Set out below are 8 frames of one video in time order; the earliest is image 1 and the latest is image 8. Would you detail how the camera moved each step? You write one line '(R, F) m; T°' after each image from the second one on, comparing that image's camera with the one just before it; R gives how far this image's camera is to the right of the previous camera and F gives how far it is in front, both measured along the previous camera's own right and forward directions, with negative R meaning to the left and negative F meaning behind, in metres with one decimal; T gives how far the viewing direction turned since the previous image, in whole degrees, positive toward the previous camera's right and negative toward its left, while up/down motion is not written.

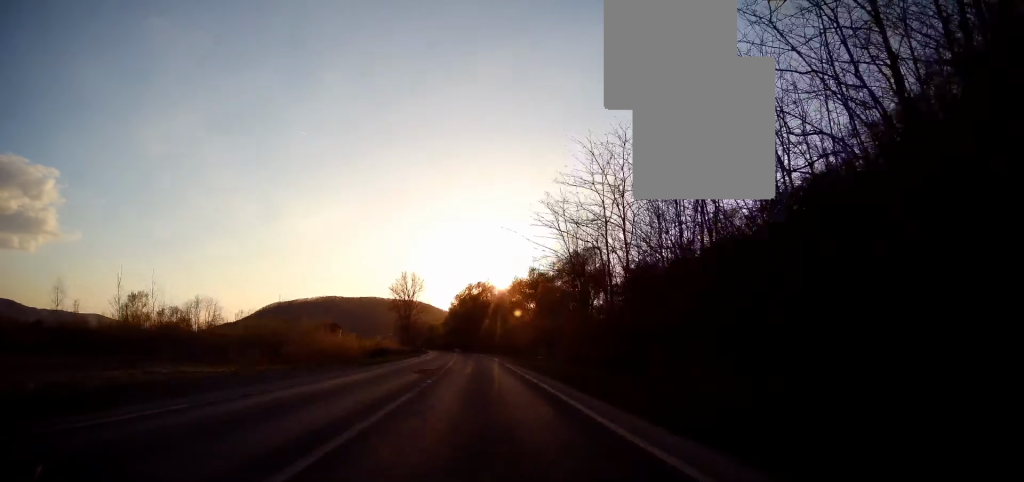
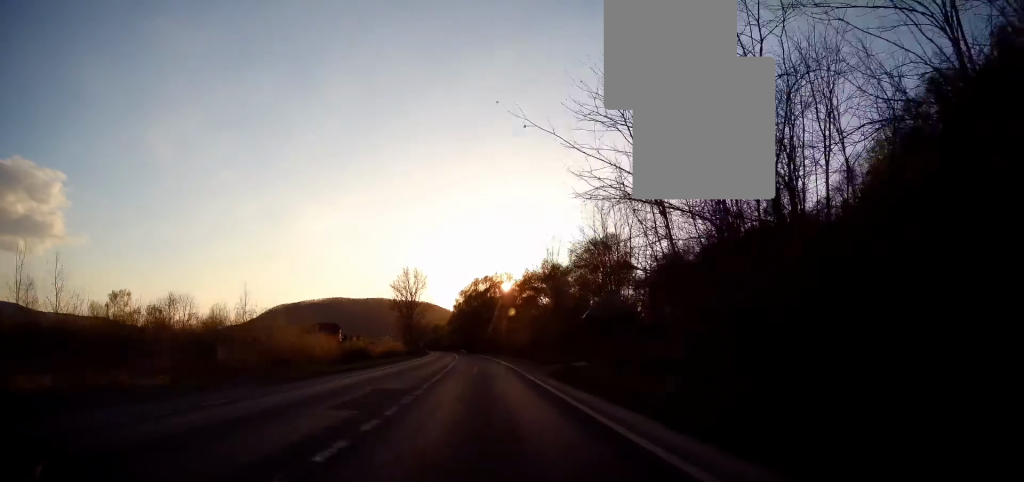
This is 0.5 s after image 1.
(0.0, +12.3) m; -1°
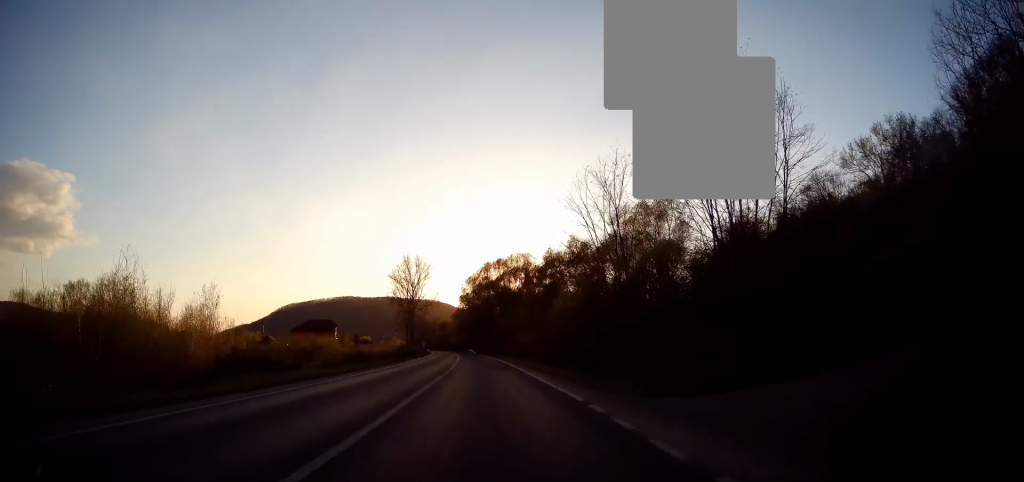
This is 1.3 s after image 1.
(-0.1, +22.0) m; -2°
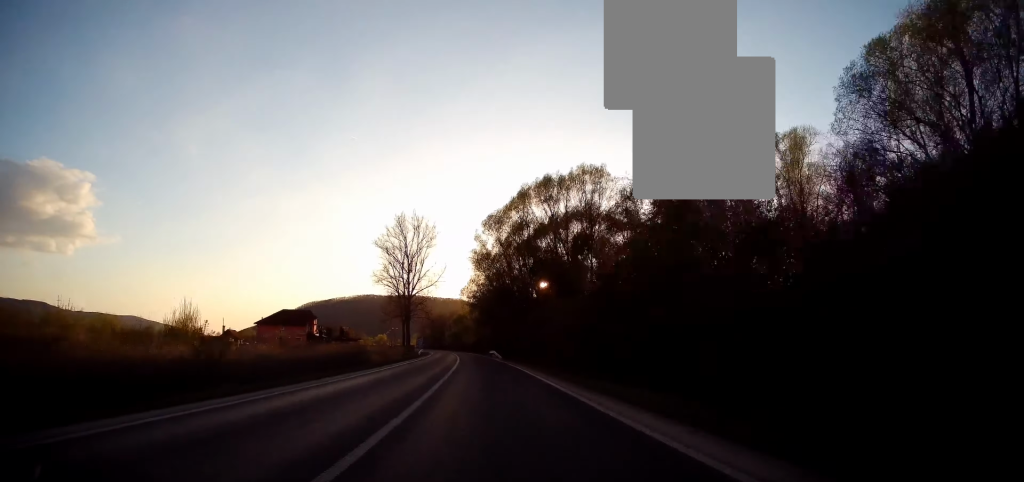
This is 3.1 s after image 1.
(-1.6, +47.8) m; -3°
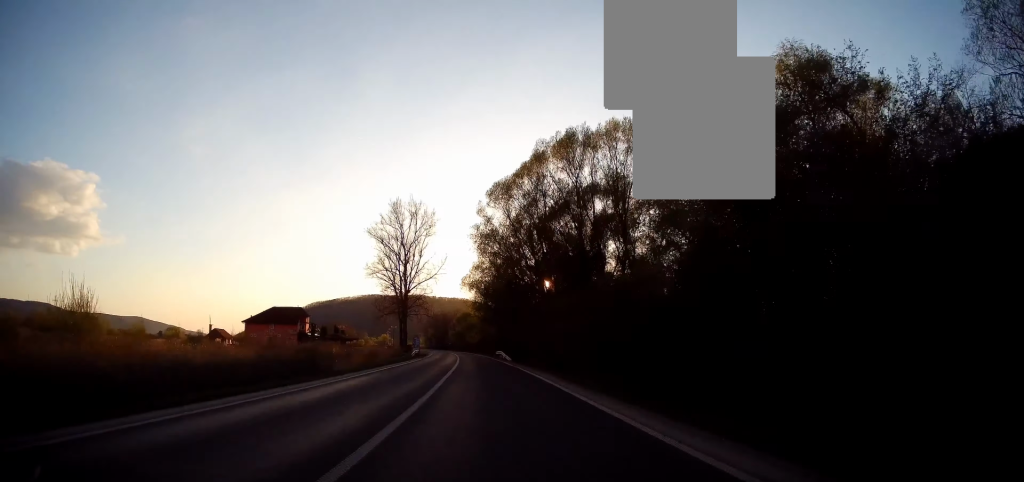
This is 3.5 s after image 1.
(0.0, +10.7) m; 0°
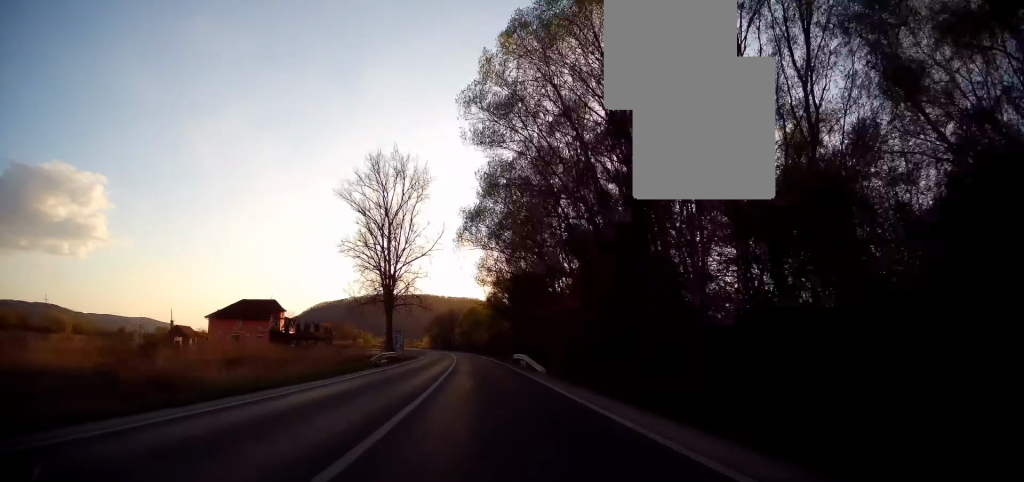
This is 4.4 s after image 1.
(-0.2, +23.3) m; -1°
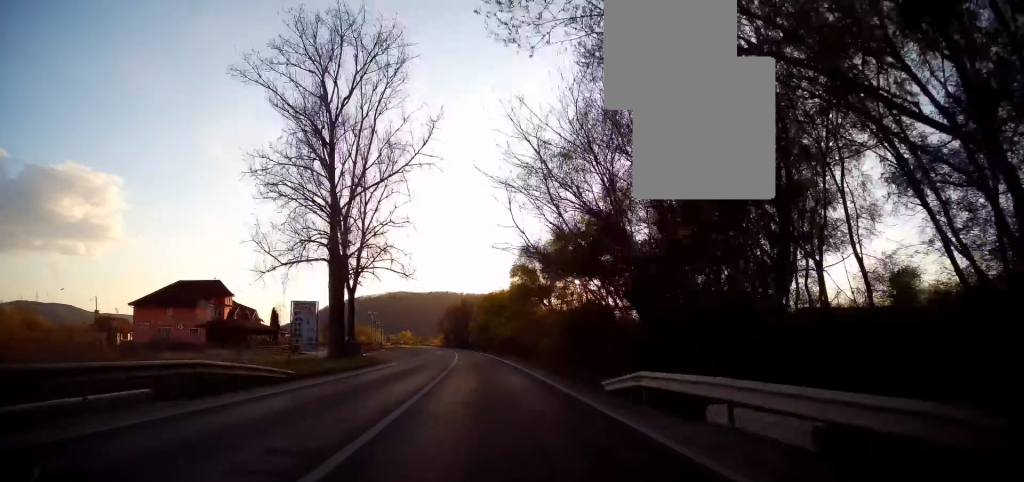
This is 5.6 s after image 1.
(-0.4, +32.2) m; -1°
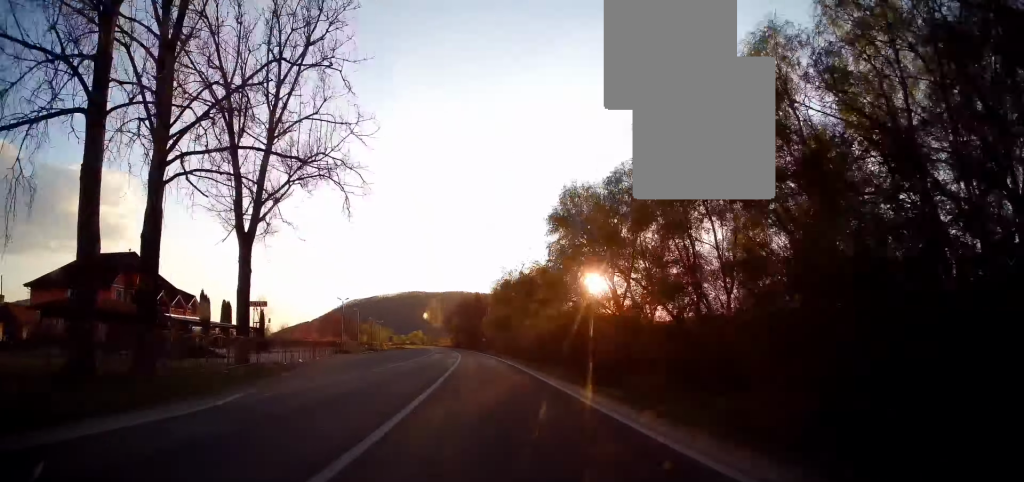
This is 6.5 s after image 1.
(-0.3, +25.9) m; -2°
